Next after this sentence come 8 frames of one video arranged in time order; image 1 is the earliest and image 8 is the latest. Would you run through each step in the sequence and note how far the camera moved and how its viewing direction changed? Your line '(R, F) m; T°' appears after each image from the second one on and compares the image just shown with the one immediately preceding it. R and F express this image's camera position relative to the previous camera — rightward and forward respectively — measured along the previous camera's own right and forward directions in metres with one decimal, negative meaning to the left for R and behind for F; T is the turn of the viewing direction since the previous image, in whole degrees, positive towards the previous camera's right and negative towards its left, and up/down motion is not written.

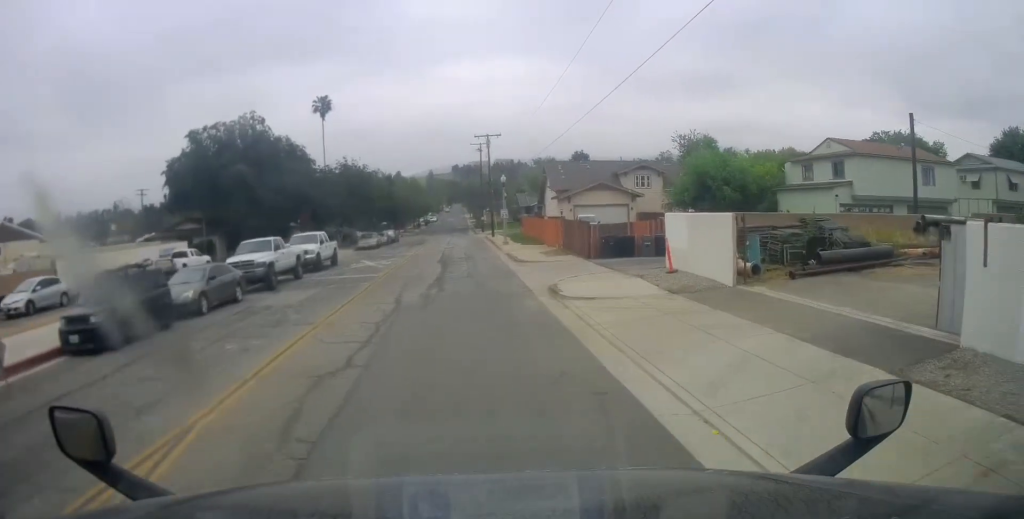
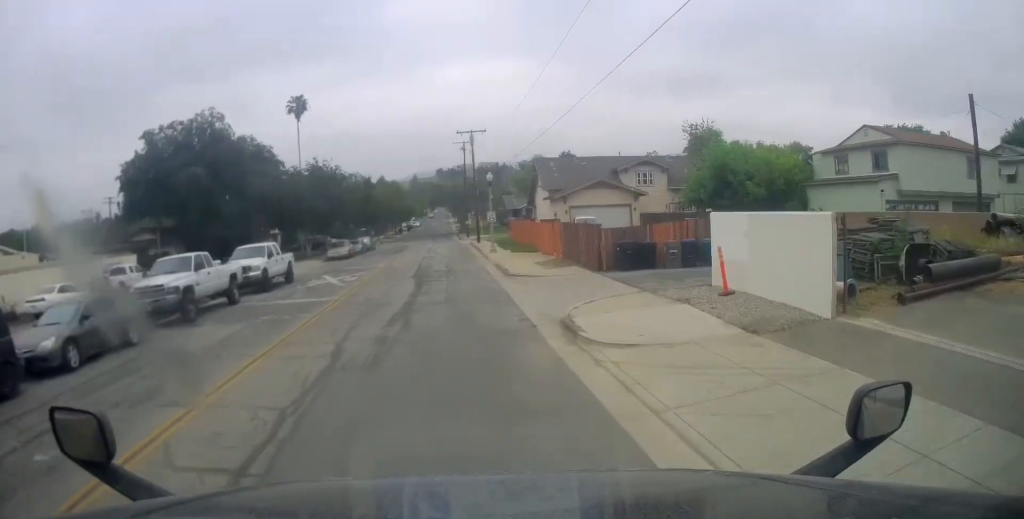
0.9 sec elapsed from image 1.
(0.0, +6.4) m; 0°
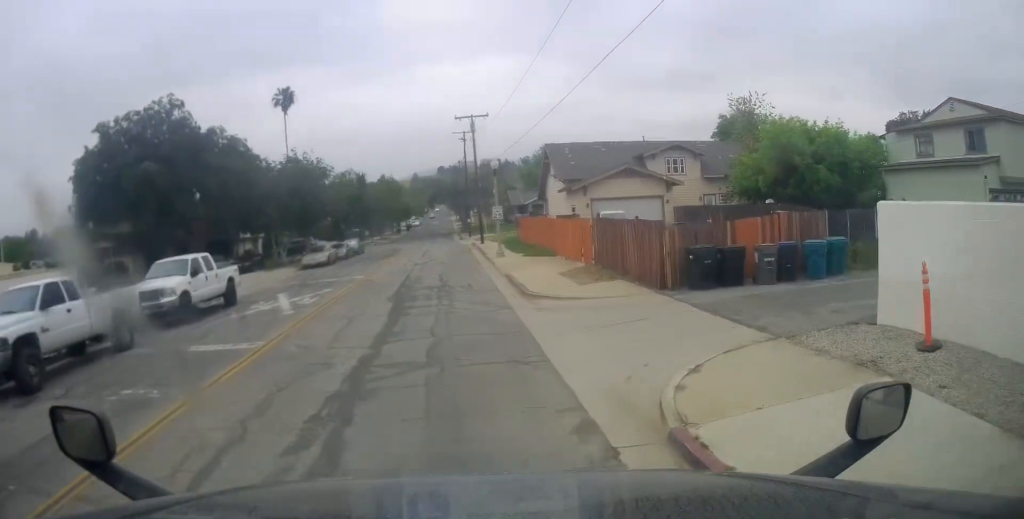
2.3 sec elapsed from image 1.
(0.0, +8.6) m; 0°
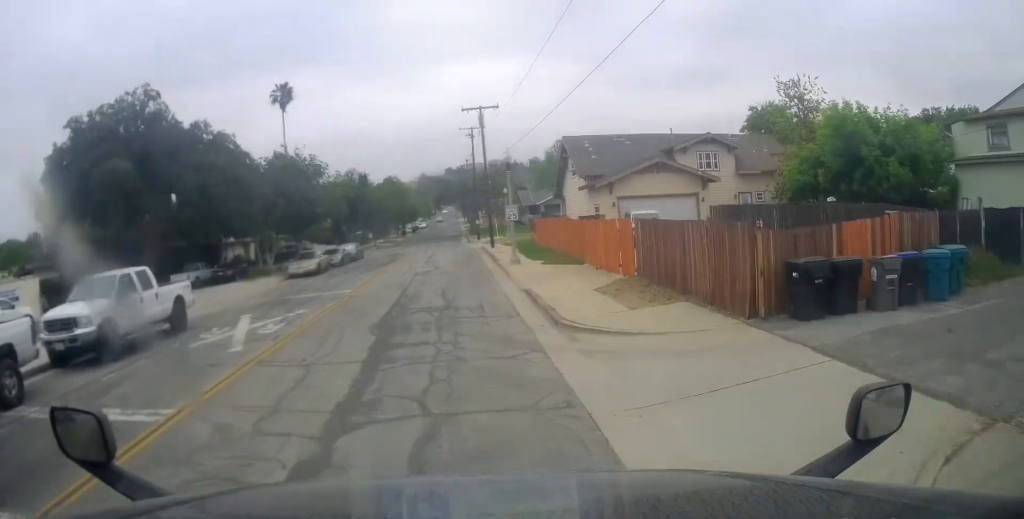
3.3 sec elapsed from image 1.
(0.0, +5.4) m; 0°
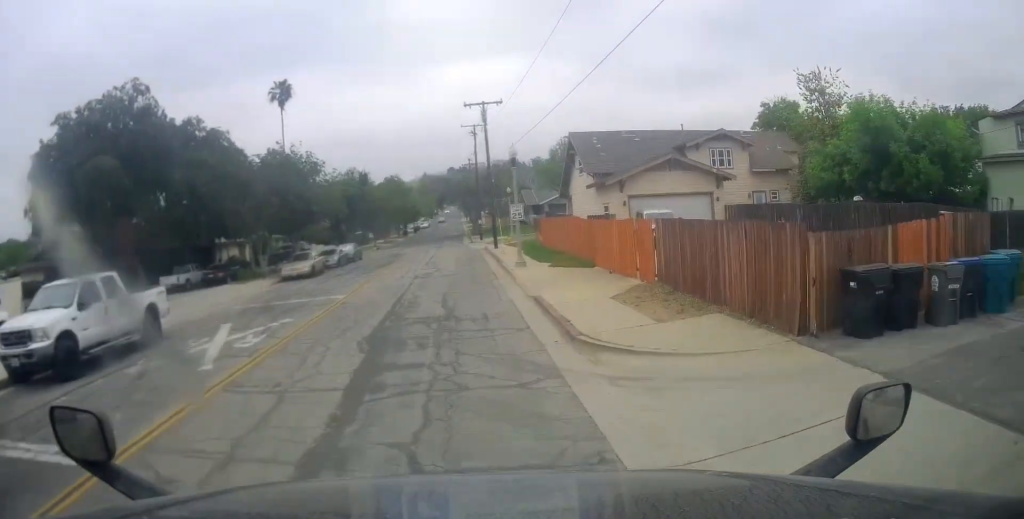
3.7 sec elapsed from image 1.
(0.0, +1.9) m; 0°
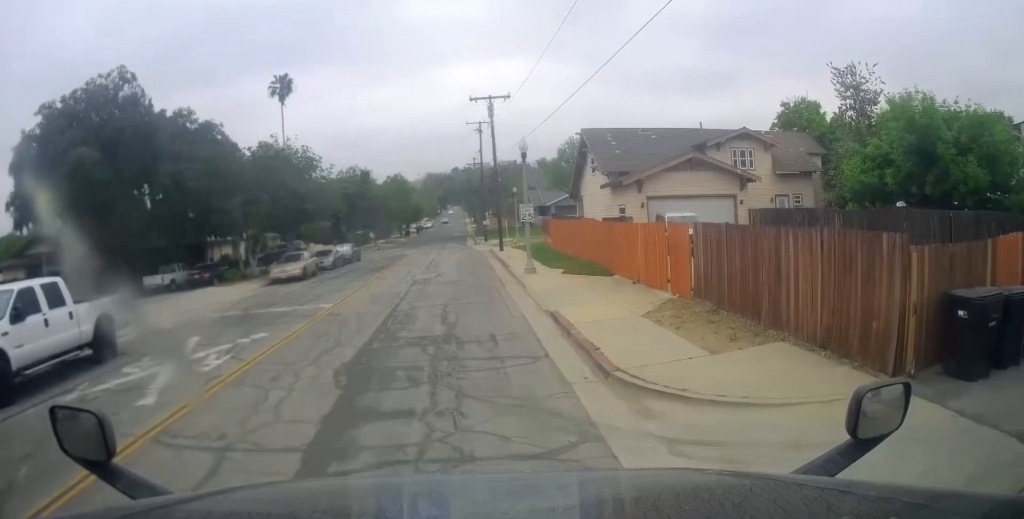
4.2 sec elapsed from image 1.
(0.0, +2.7) m; 0°
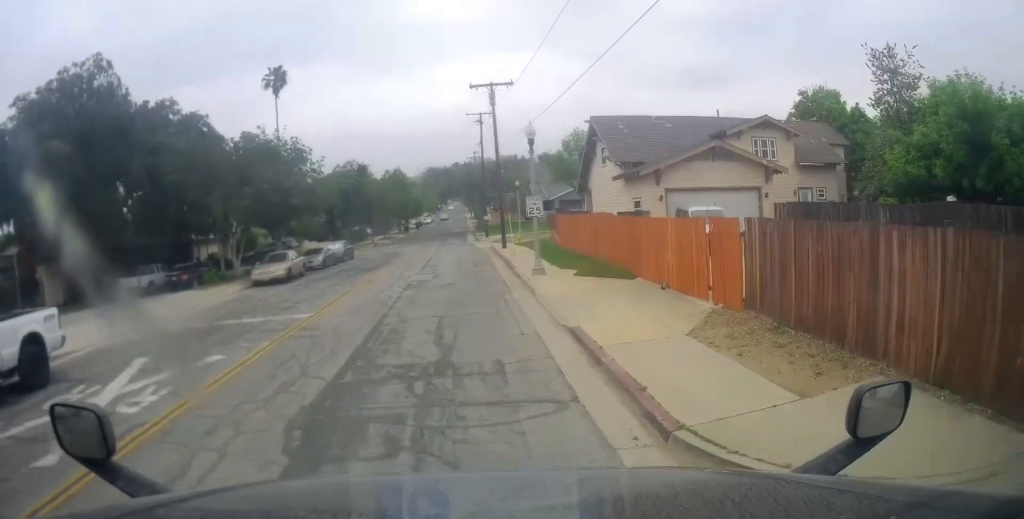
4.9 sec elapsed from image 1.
(0.0, +2.9) m; 0°
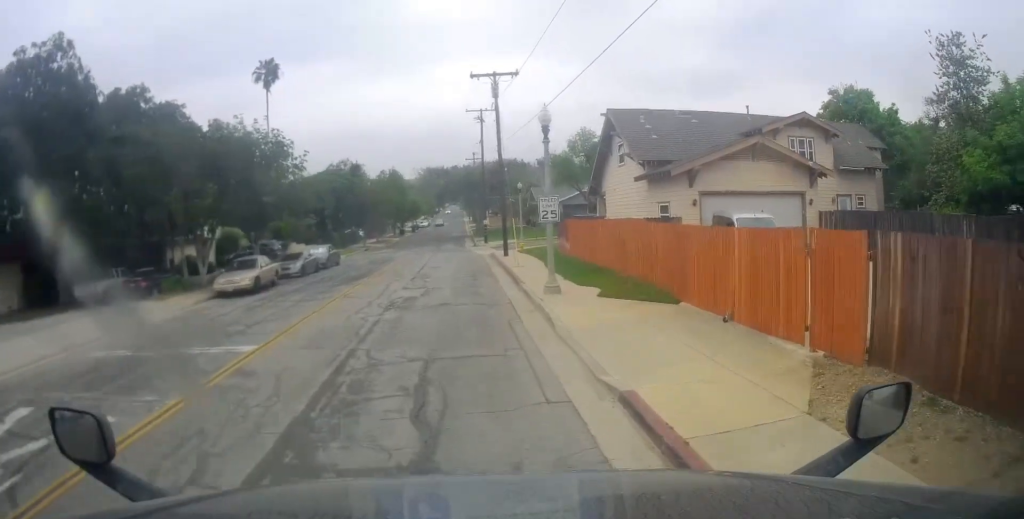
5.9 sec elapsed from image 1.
(0.0, +4.5) m; 0°
